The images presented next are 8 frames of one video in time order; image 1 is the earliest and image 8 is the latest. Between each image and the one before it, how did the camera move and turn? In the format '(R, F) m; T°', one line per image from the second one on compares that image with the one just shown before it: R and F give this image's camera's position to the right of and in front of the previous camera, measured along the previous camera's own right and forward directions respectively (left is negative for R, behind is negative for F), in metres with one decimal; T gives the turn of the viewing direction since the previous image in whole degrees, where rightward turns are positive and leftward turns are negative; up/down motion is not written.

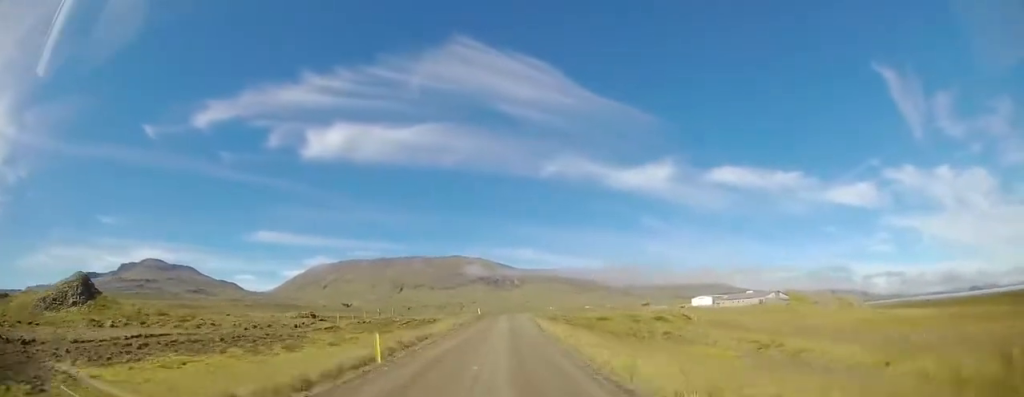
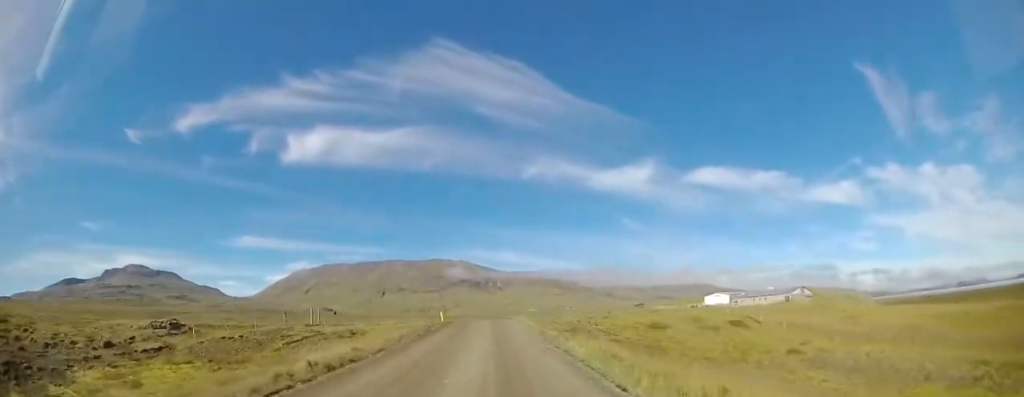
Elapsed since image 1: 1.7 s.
(+0.7, +23.8) m; +2°
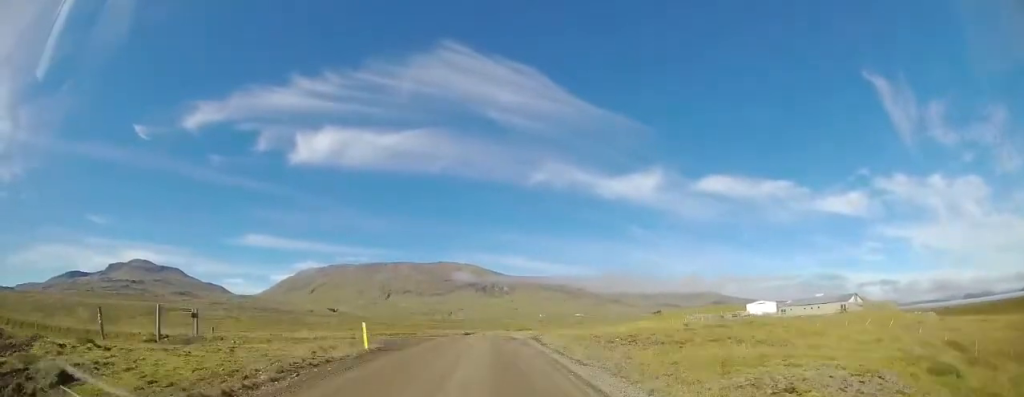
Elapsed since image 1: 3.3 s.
(0.0, +22.5) m; 0°
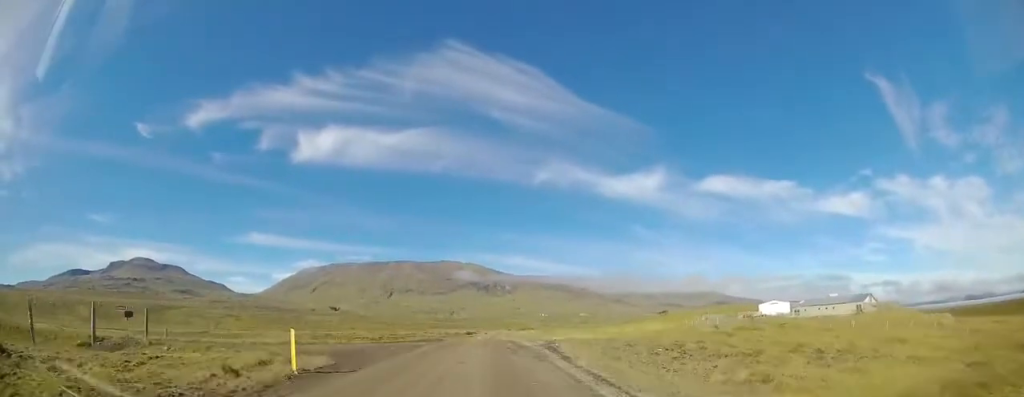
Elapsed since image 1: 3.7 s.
(0.0, +5.3) m; 0°
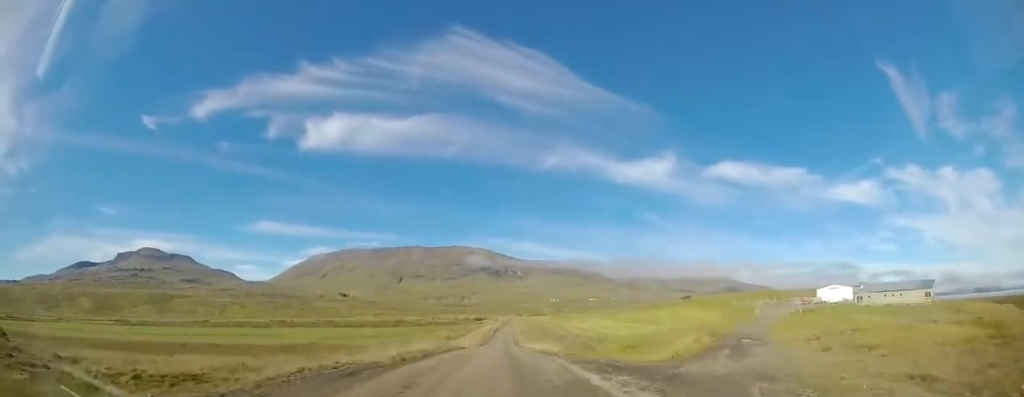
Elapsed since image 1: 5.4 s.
(-0.3, +21.0) m; -2°
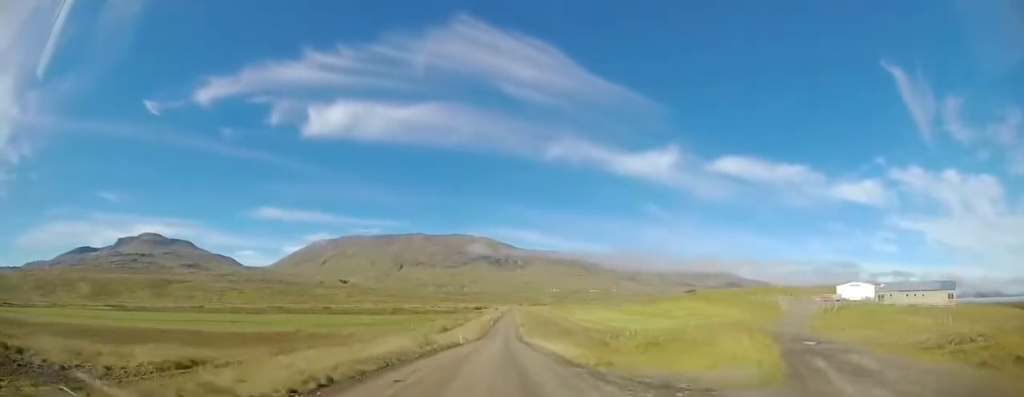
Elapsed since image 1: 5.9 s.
(0.0, +7.2) m; -1°
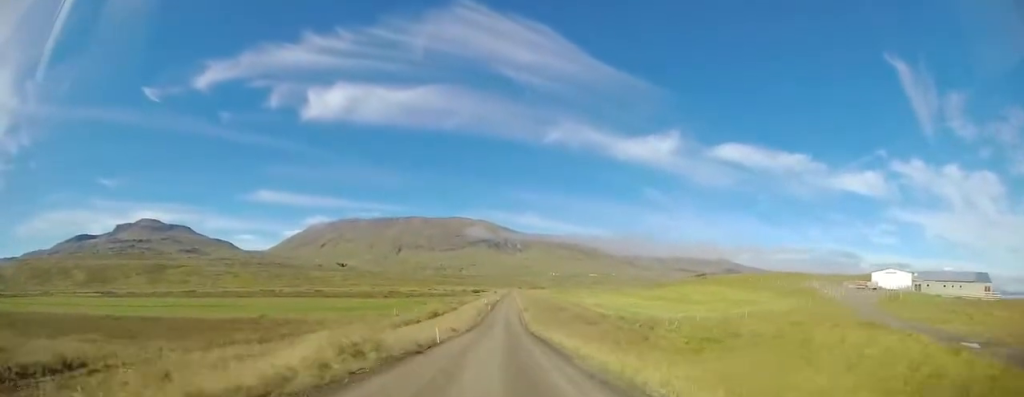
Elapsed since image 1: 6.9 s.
(-0.4, +11.8) m; 0°
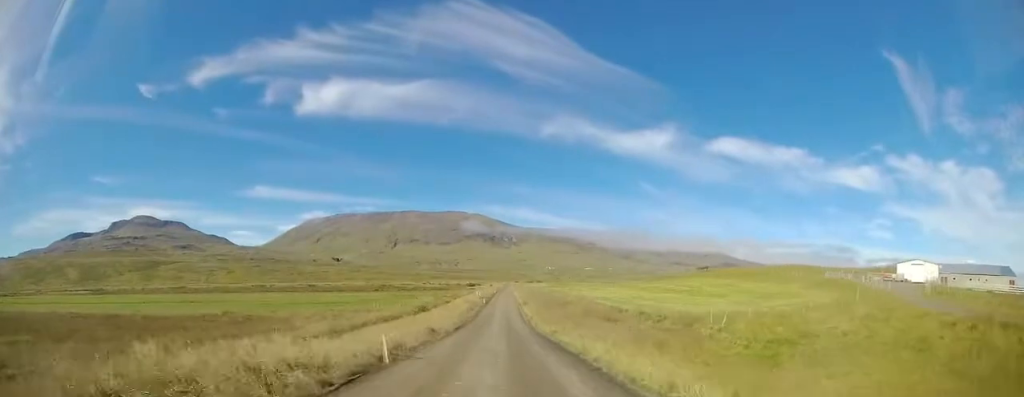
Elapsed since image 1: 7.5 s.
(+0.2, +8.6) m; +1°
